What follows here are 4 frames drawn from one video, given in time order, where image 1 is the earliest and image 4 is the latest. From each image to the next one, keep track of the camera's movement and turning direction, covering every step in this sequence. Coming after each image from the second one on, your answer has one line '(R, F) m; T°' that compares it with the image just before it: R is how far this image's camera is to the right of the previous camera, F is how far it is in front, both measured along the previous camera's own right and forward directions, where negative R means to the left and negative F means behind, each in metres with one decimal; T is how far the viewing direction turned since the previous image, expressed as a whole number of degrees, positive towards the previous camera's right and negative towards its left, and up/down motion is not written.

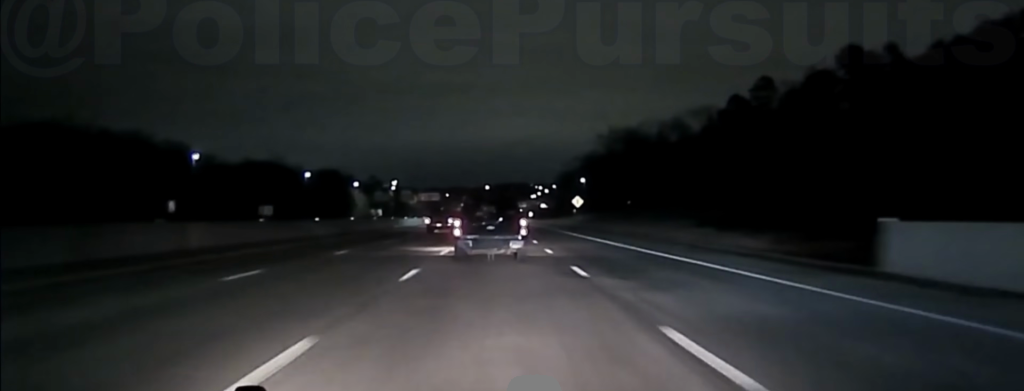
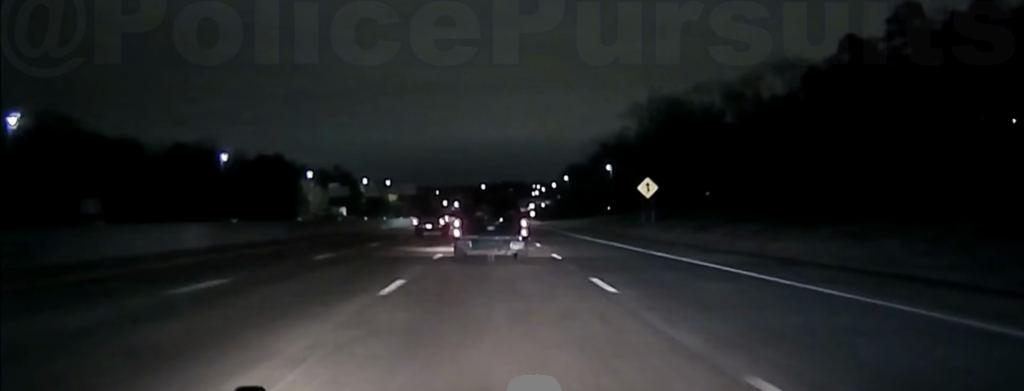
(0.0, +58.3) m; 0°
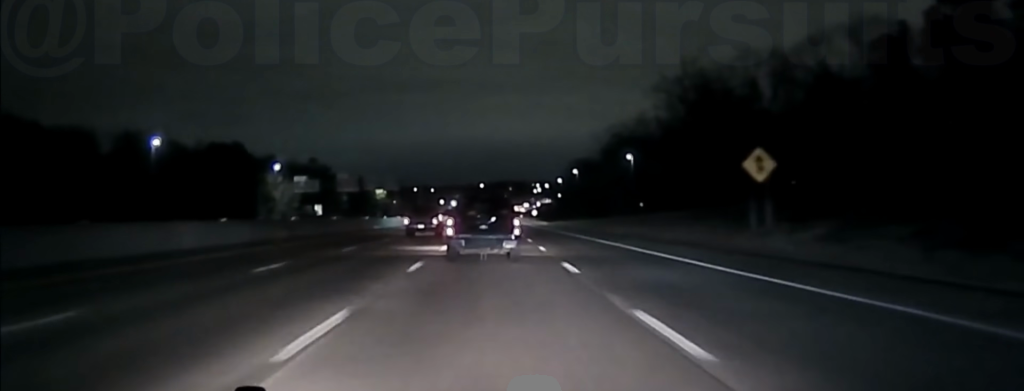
(0.0, +31.1) m; 0°
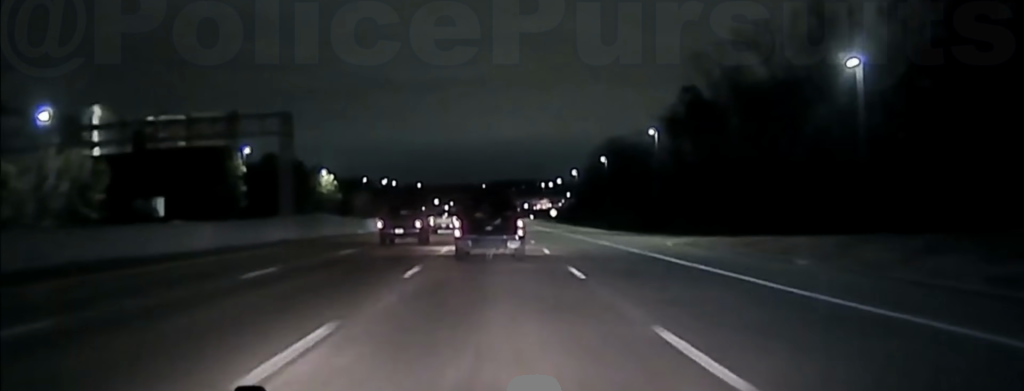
(0.0, +108.8) m; 0°
